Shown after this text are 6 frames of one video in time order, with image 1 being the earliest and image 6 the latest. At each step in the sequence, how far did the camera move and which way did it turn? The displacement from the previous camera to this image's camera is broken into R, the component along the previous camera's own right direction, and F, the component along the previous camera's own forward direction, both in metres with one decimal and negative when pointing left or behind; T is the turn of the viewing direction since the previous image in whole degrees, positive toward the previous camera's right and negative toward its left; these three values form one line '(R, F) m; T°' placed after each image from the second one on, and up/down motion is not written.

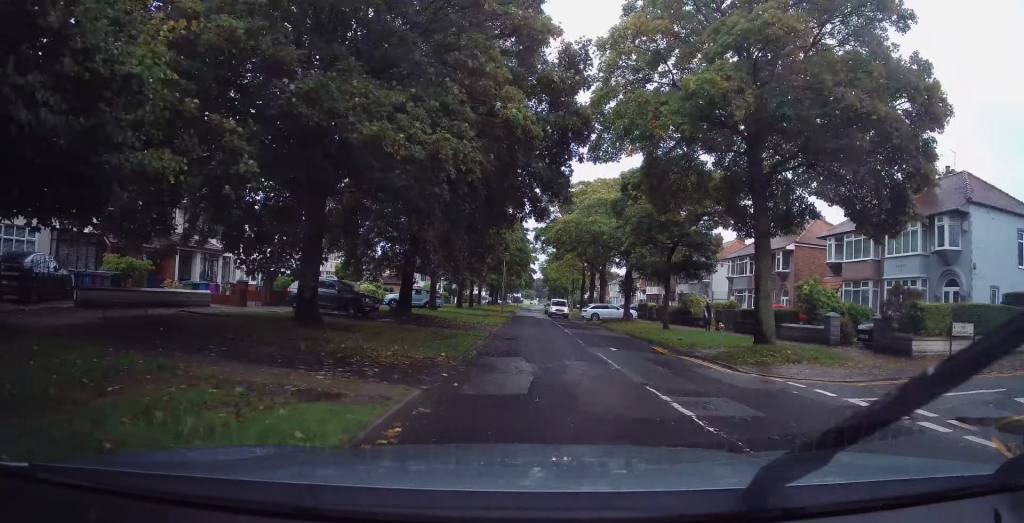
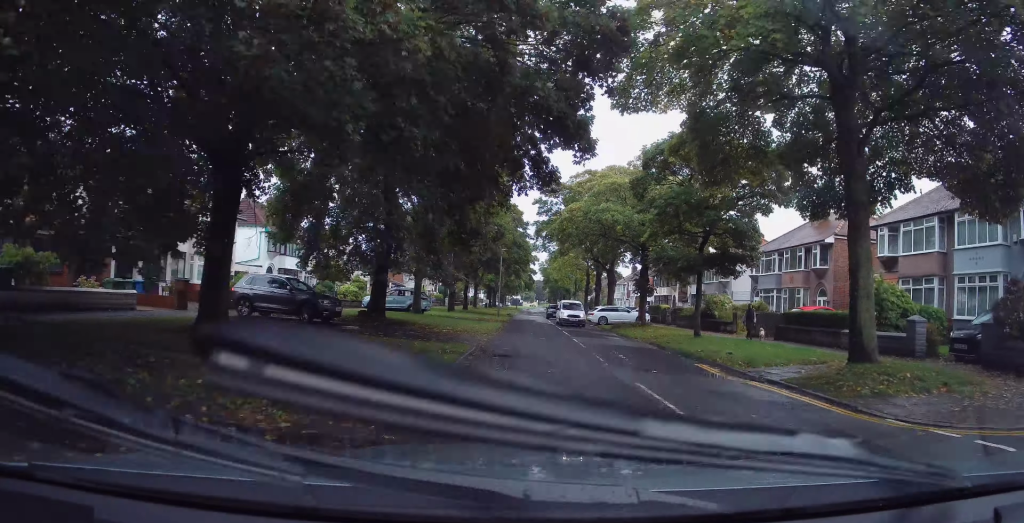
(0.0, +5.2) m; 0°
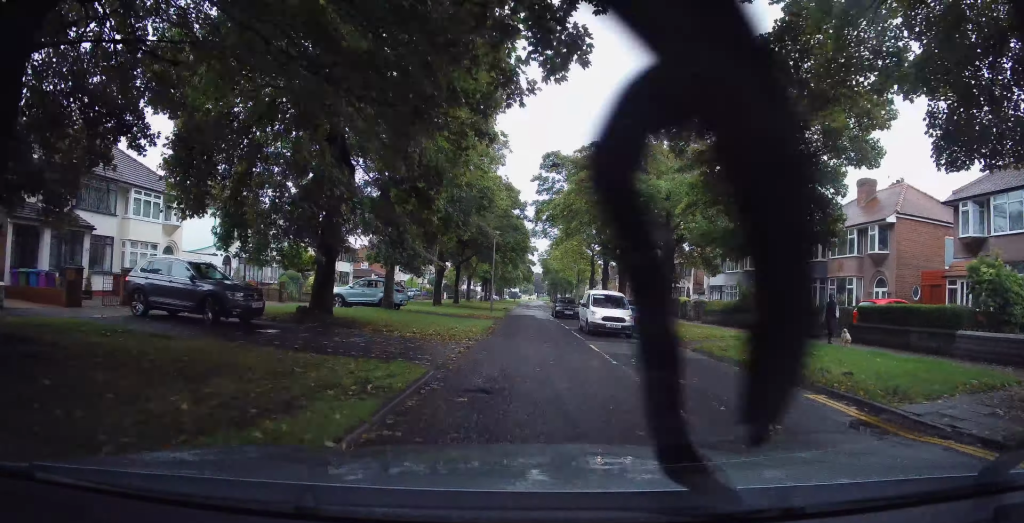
(-0.1, +6.2) m; -1°
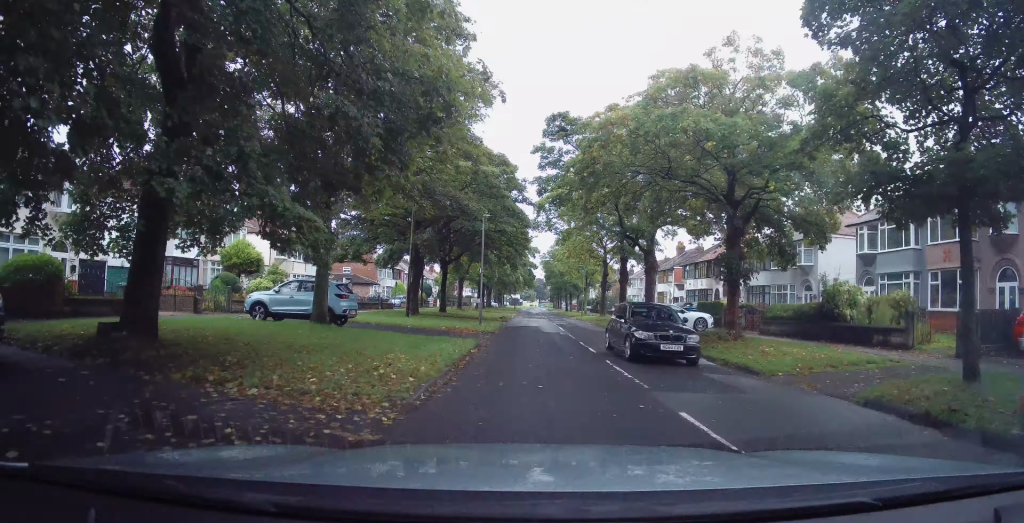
(0.0, +8.8) m; +3°
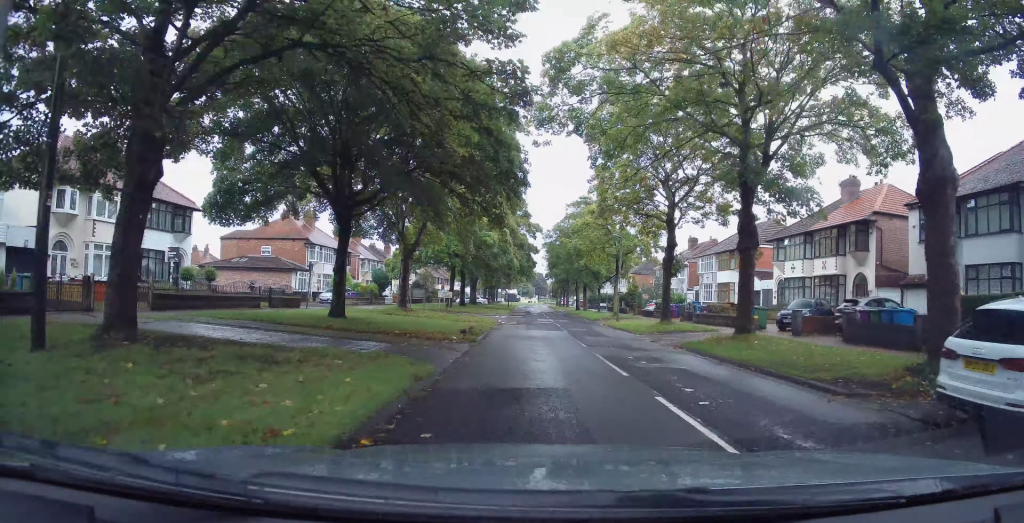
(-0.8, +23.1) m; 0°
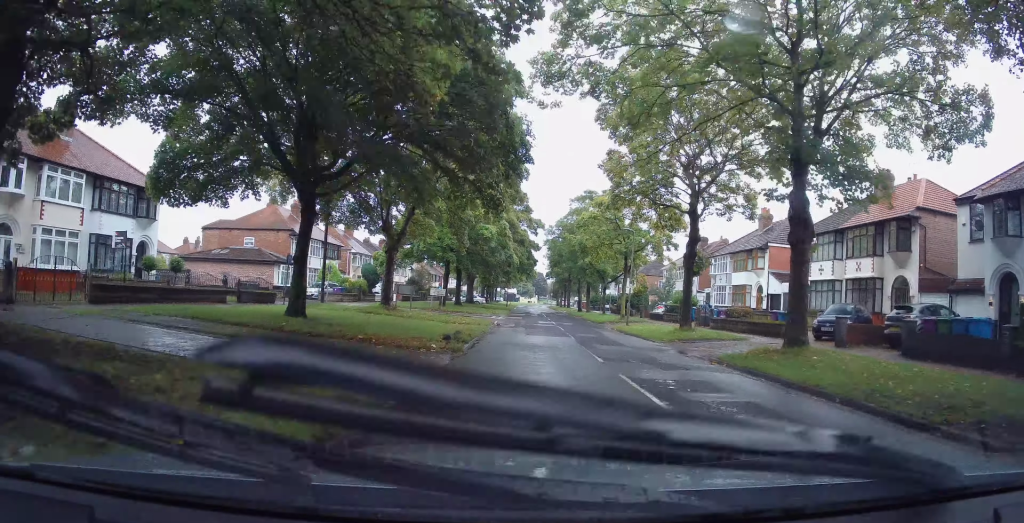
(+0.1, +3.5) m; +1°
